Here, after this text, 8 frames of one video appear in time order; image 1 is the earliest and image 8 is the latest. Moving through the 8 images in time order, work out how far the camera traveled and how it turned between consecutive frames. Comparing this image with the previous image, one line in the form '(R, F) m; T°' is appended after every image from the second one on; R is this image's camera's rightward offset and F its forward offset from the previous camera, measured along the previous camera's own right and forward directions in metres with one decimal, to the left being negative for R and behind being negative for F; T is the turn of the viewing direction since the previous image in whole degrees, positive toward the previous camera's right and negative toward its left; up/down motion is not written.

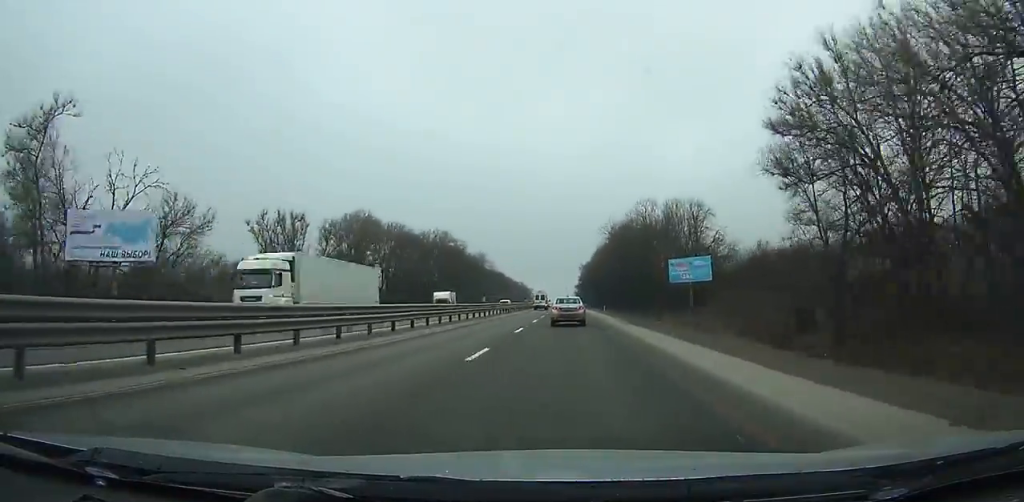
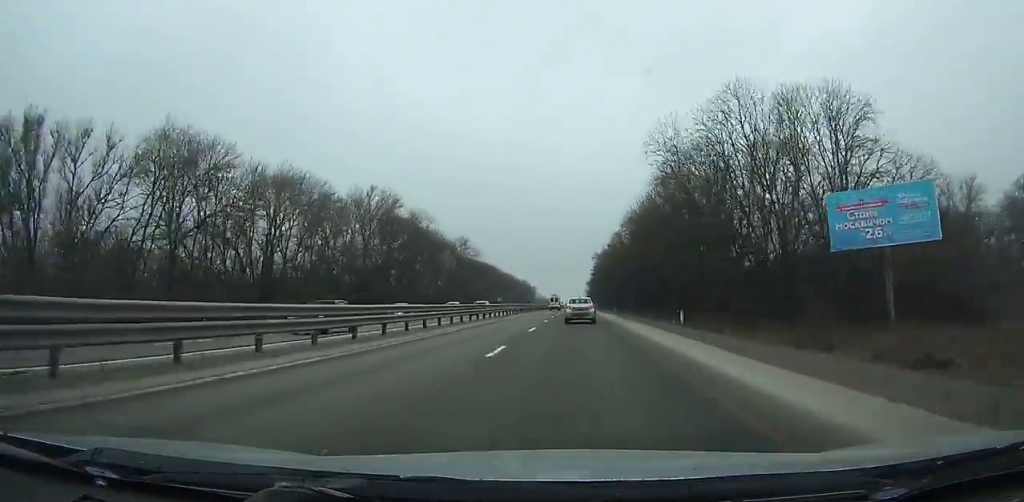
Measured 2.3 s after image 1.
(0.0, +47.7) m; 0°
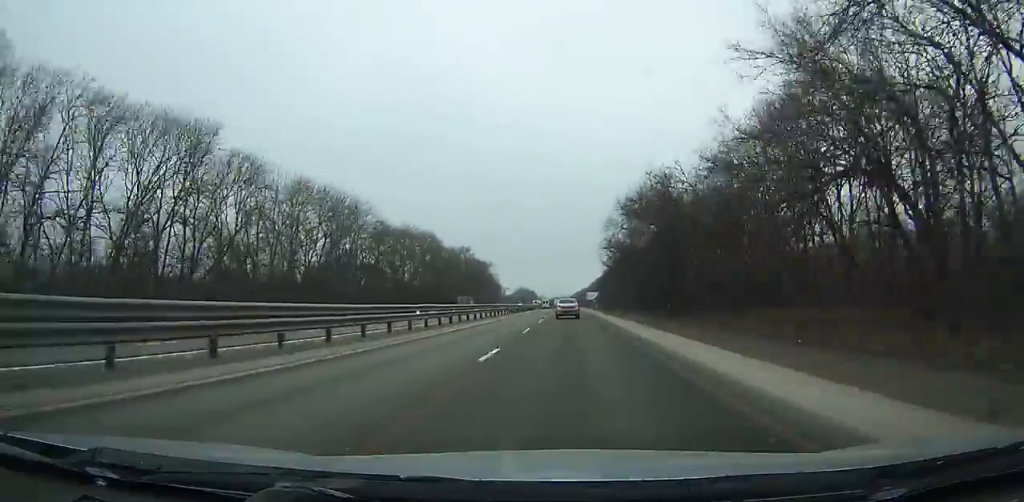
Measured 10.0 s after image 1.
(+0.2, +169.6) m; -1°
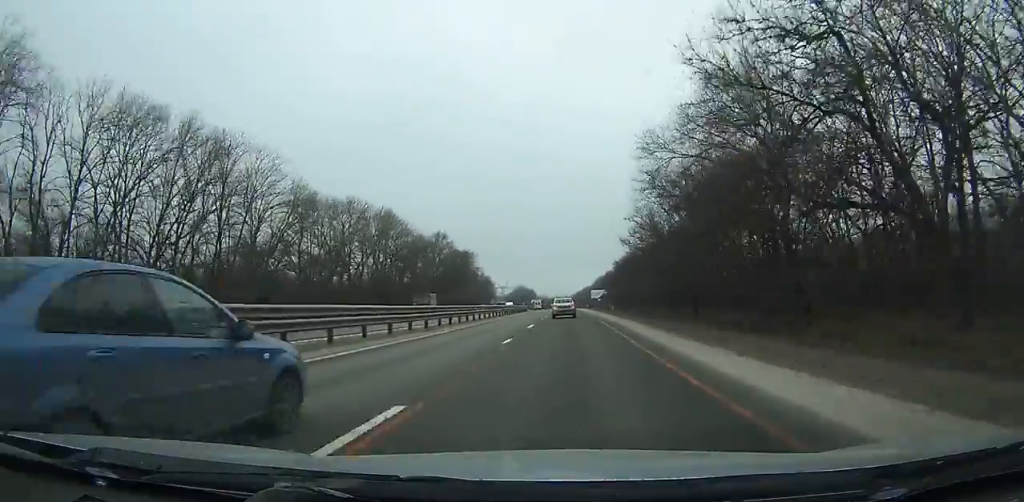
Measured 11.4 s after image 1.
(-0.3, +33.2) m; -1°
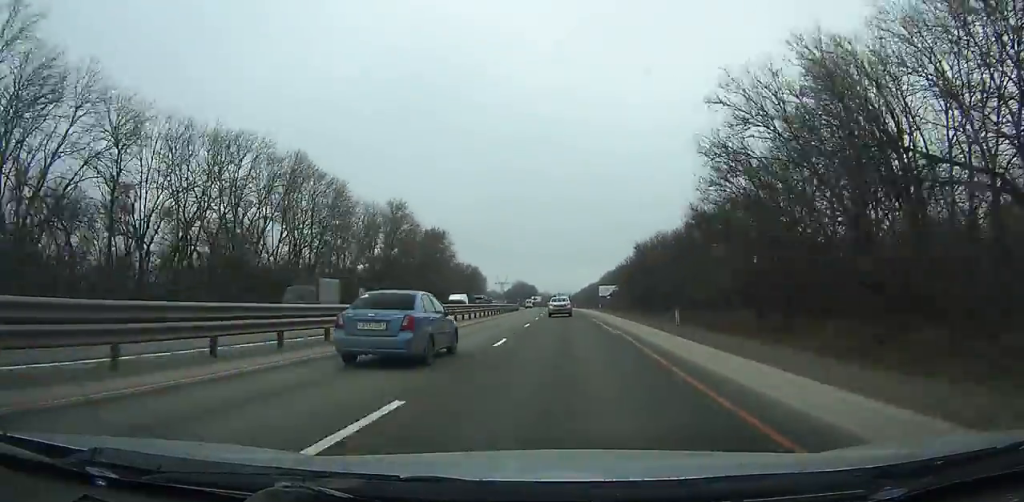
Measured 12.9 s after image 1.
(+0.2, +35.6) m; -1°
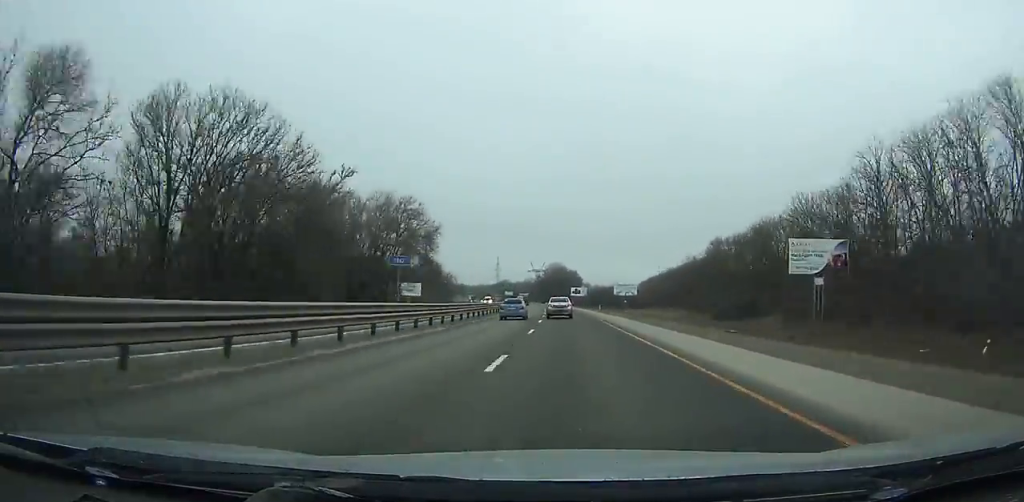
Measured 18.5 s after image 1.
(-5.3, +137.4) m; -5°
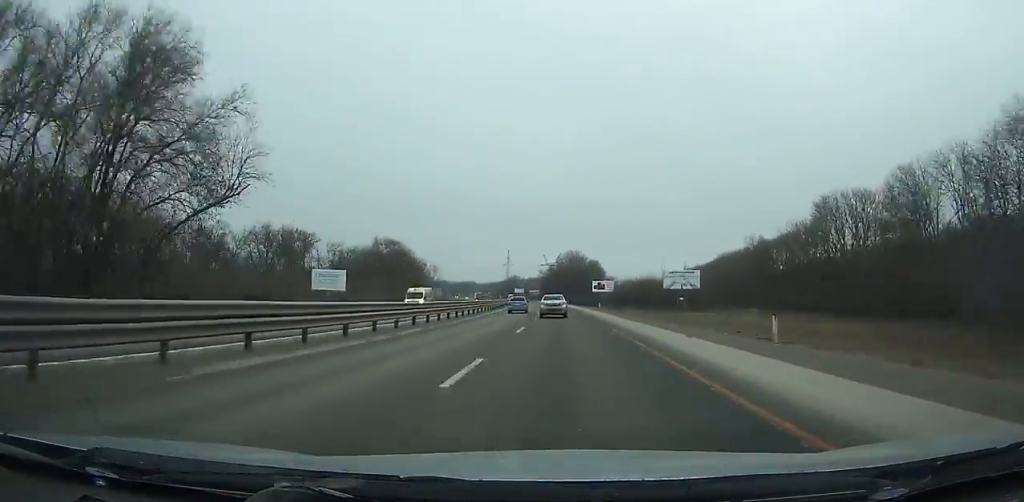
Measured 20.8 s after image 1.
(-1.1, +57.1) m; -2°
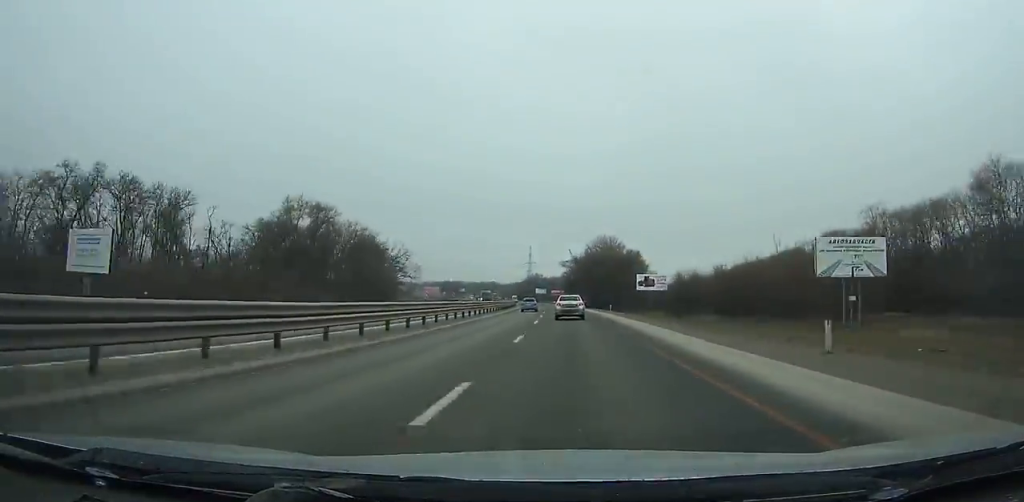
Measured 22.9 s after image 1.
(-0.9, +52.2) m; -2°
